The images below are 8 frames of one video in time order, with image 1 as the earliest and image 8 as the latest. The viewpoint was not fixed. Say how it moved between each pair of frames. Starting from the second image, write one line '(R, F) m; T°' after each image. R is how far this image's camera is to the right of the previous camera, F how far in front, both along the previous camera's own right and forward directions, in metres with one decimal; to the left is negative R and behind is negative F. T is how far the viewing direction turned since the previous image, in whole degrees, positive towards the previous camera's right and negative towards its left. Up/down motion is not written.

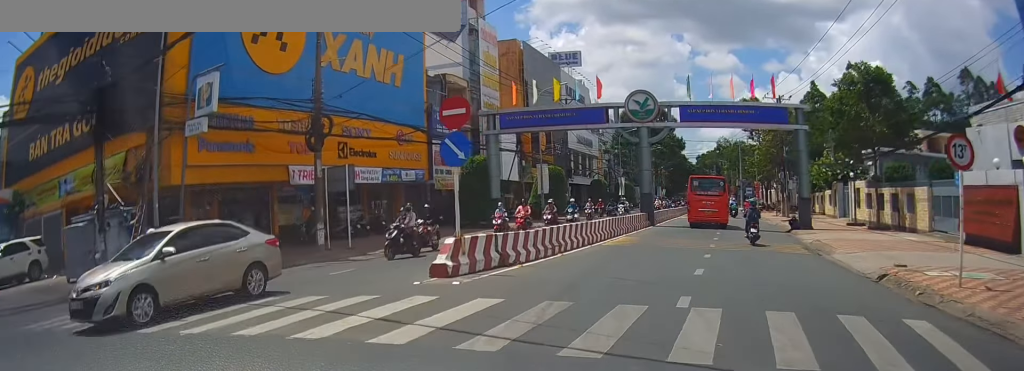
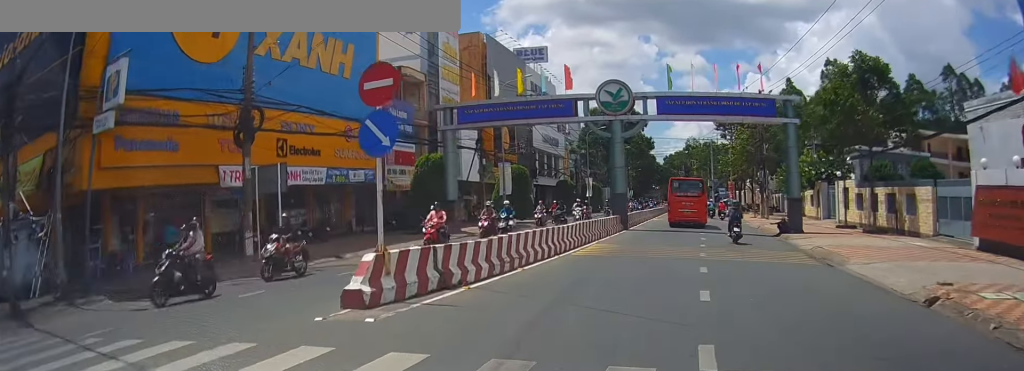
(0.0, +3.3) m; -2°
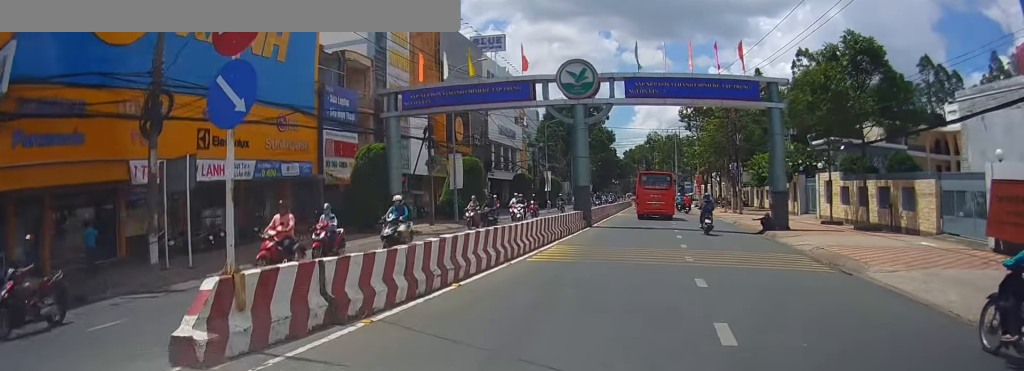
(-0.1, +3.5) m; -3°
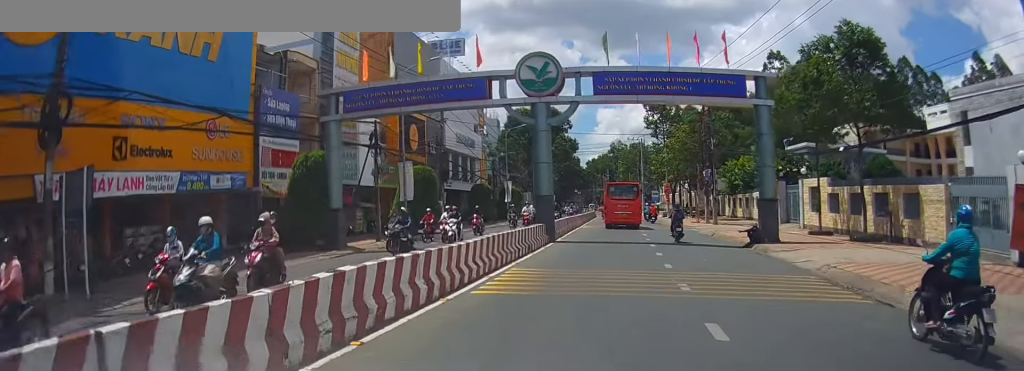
(-0.1, +3.3) m; -1°
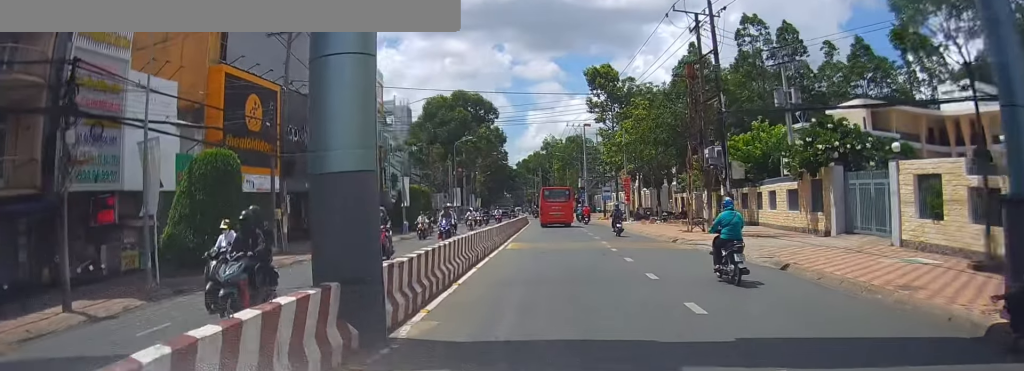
(+1.5, +16.3) m; +14°
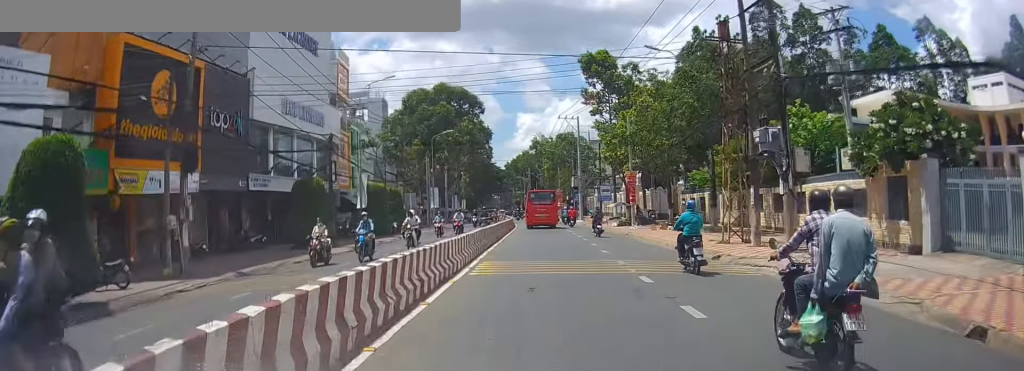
(-0.1, +7.7) m; -1°
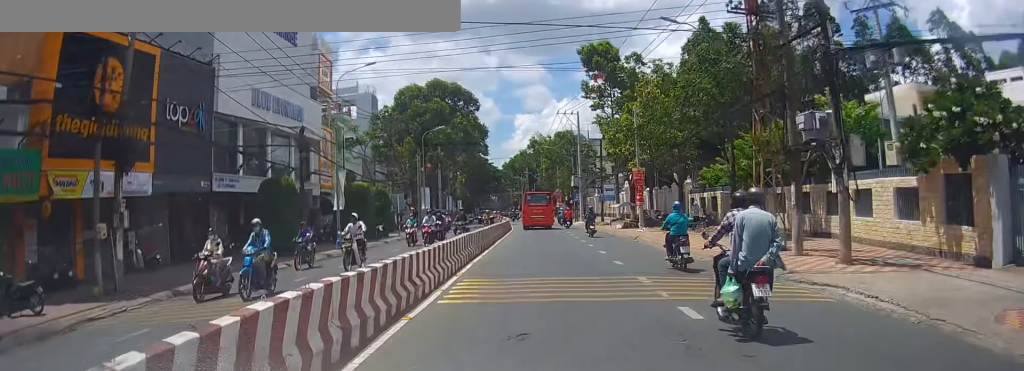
(0.0, +3.5) m; +1°
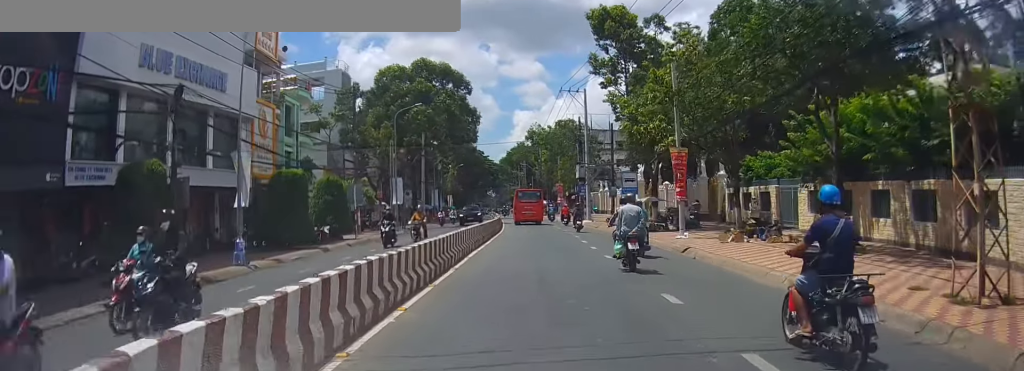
(+0.2, +10.9) m; -3°
